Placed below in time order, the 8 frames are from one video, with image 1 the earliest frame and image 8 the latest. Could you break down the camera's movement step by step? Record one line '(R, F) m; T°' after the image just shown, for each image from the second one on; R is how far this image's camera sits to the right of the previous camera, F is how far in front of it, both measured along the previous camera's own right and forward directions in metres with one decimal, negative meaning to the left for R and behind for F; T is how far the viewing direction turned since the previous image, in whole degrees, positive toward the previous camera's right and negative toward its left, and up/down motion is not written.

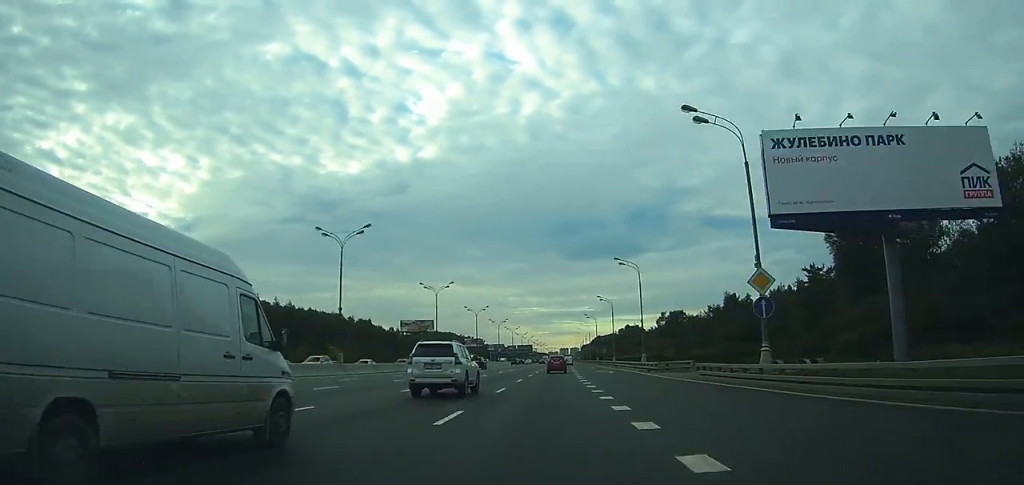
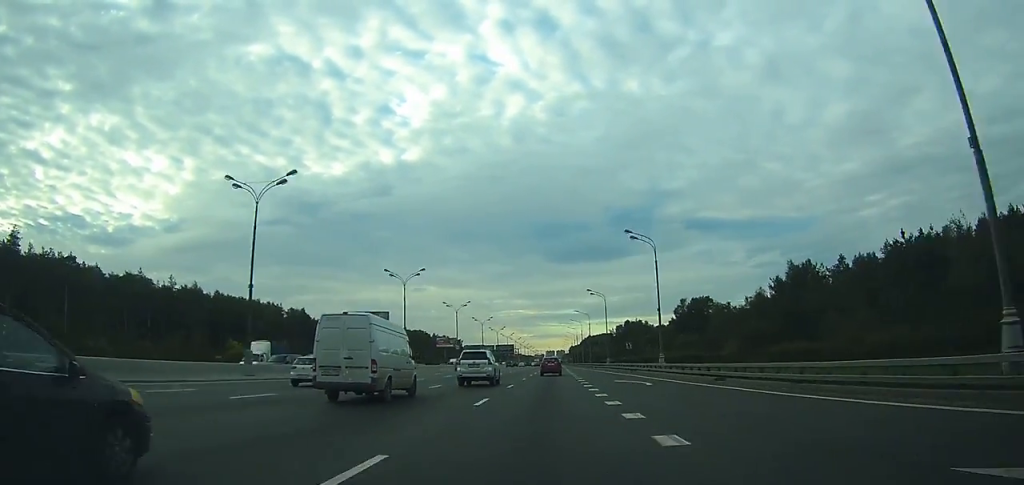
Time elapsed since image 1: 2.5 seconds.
(+0.6, +54.7) m; +1°
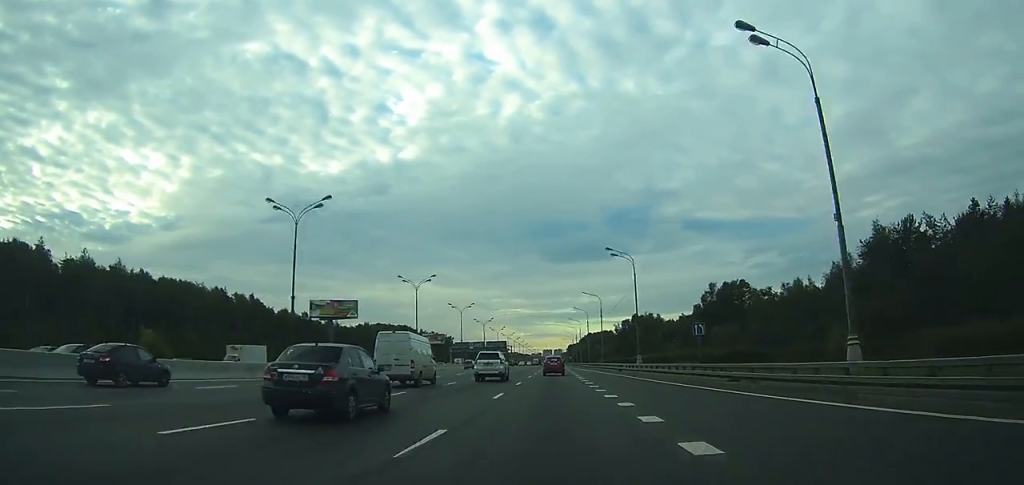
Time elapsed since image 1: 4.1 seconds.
(+0.1, +32.3) m; 0°
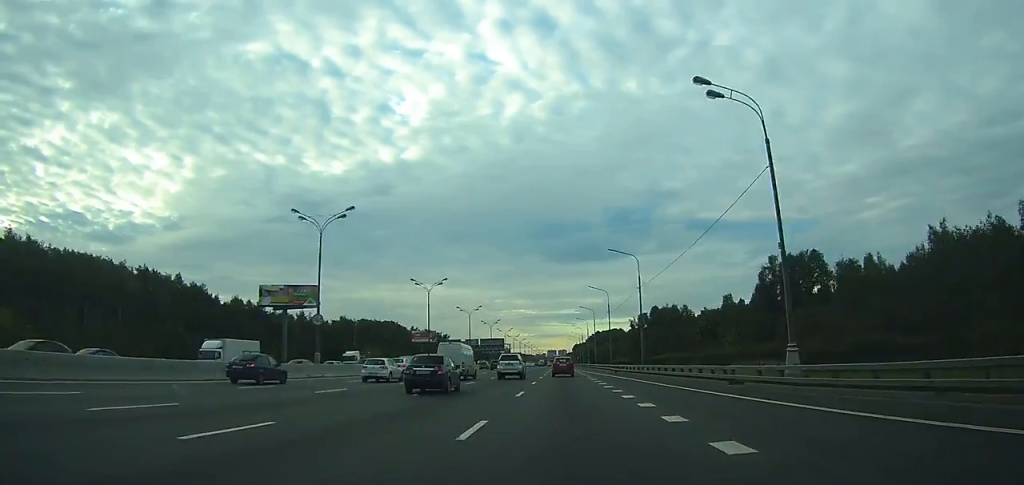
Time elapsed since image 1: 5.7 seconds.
(0.0, +35.6) m; 0°
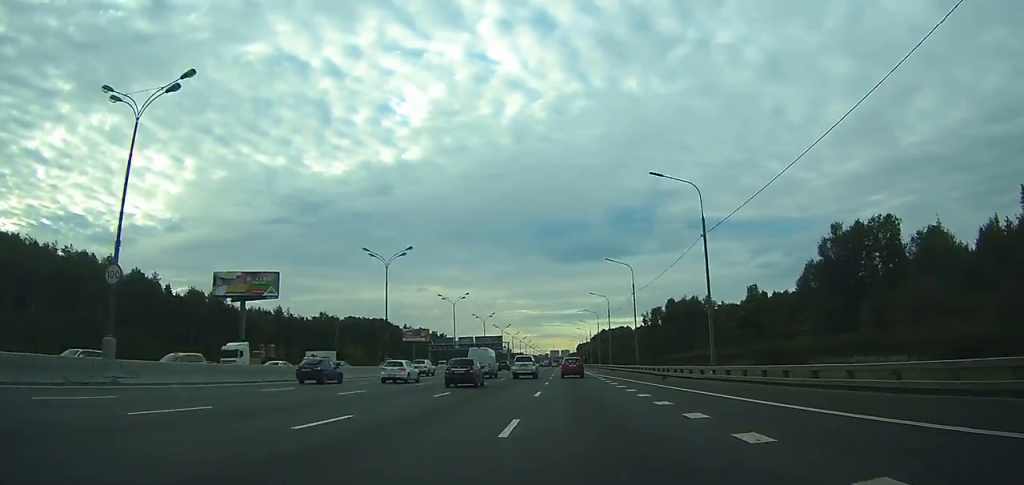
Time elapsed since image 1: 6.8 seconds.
(0.0, +24.6) m; 0°
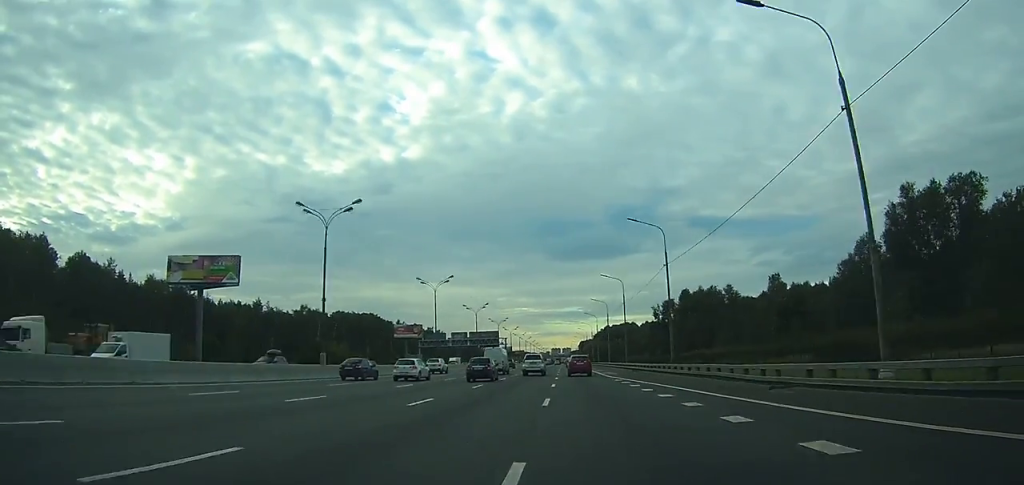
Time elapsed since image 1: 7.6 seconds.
(0.0, +18.4) m; 0°
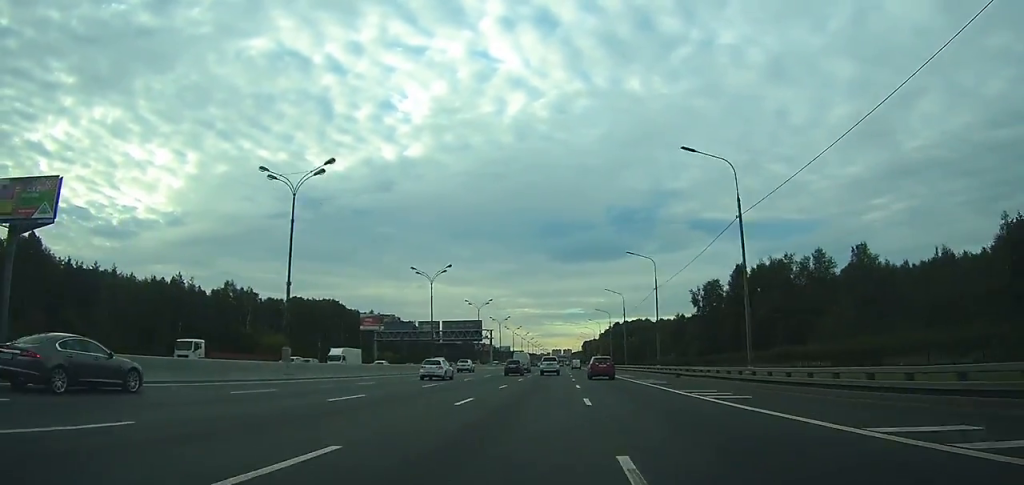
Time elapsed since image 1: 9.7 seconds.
(+0.1, +49.4) m; 0°
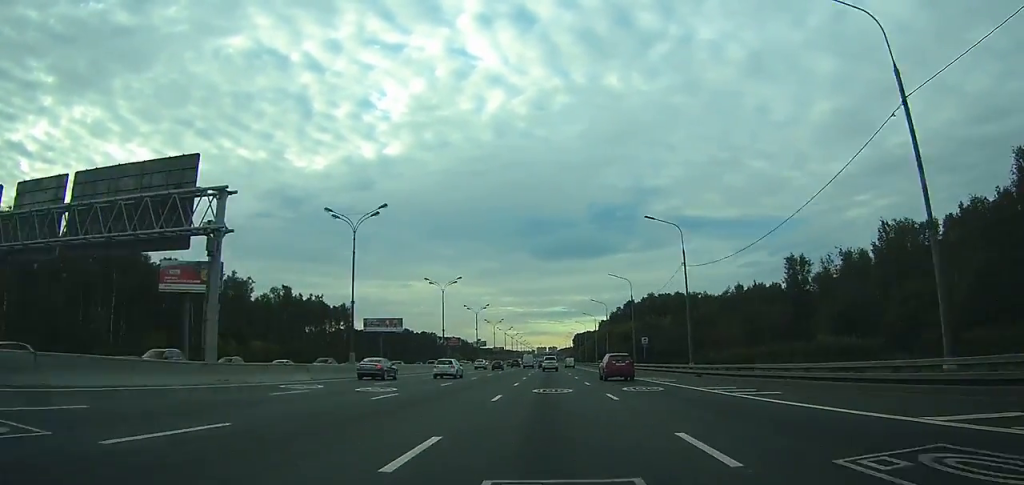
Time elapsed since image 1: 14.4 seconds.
(+1.0, +104.4) m; +1°
